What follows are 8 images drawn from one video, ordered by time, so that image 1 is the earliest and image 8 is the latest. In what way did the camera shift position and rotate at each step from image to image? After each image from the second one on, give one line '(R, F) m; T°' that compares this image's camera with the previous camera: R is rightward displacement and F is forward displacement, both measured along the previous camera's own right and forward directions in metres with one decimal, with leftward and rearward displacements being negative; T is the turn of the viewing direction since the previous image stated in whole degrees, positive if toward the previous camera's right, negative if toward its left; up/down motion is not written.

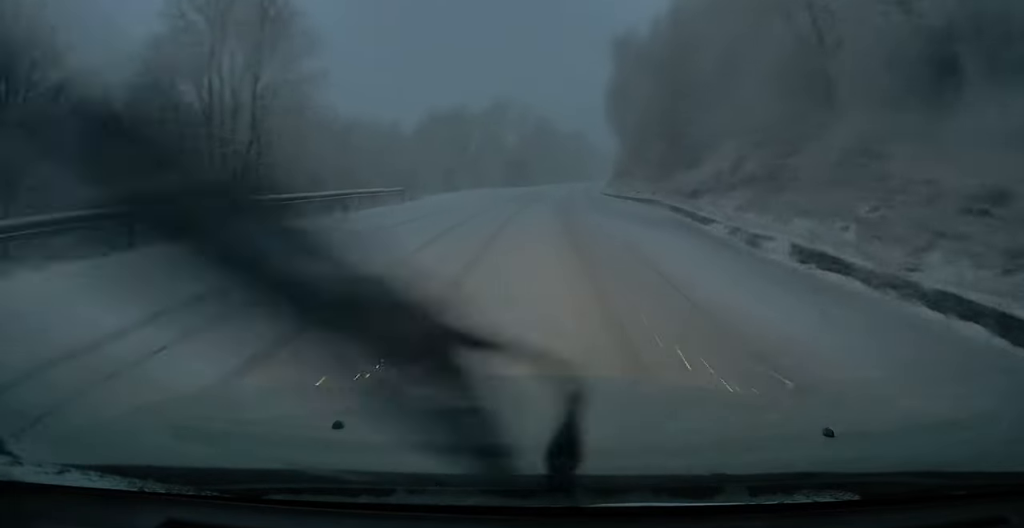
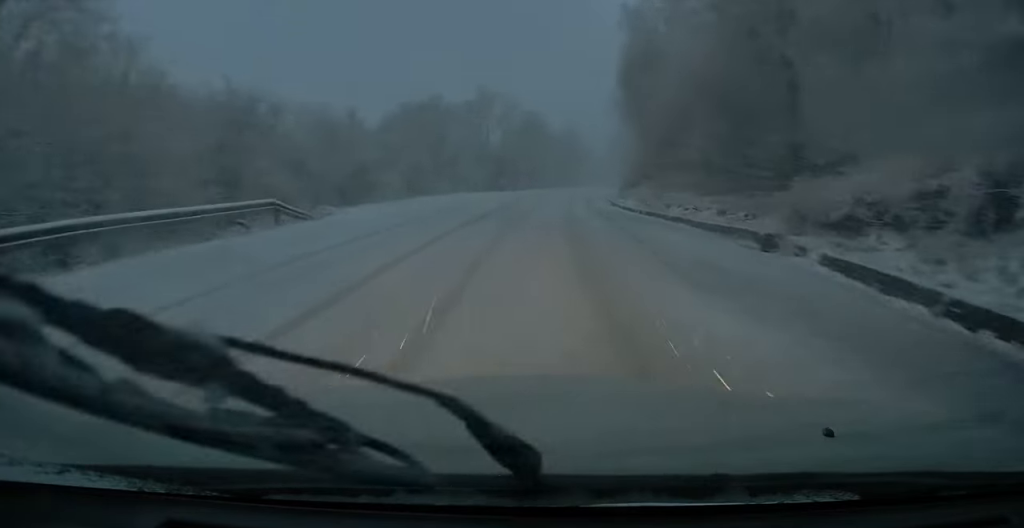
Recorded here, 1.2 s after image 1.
(+0.1, +13.8) m; 0°
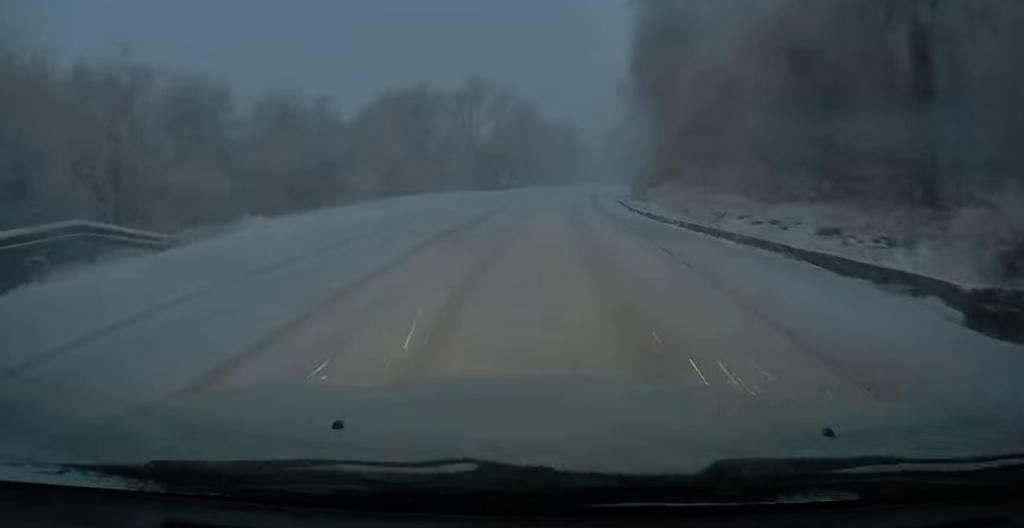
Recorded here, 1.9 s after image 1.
(-0.1, +7.5) m; 0°
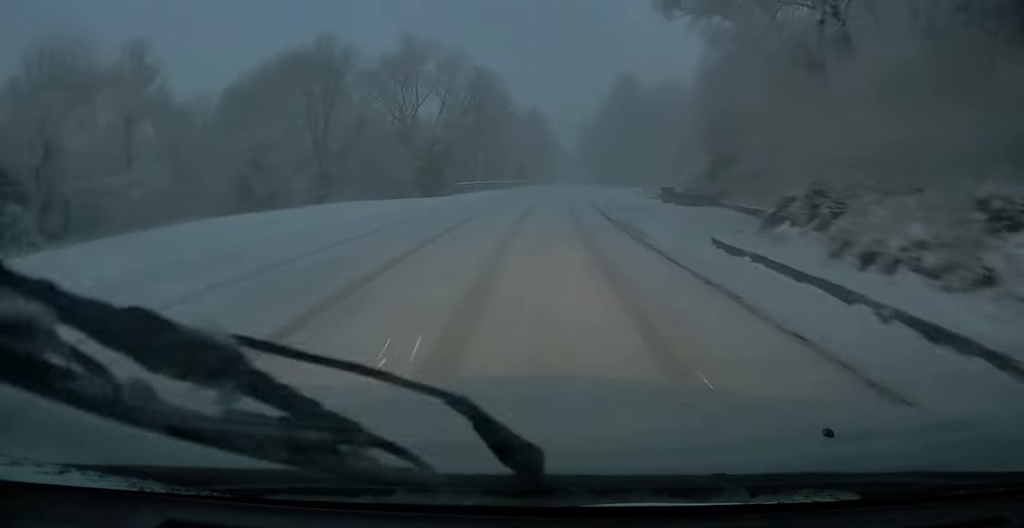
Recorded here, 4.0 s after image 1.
(0.0, +24.1) m; 0°
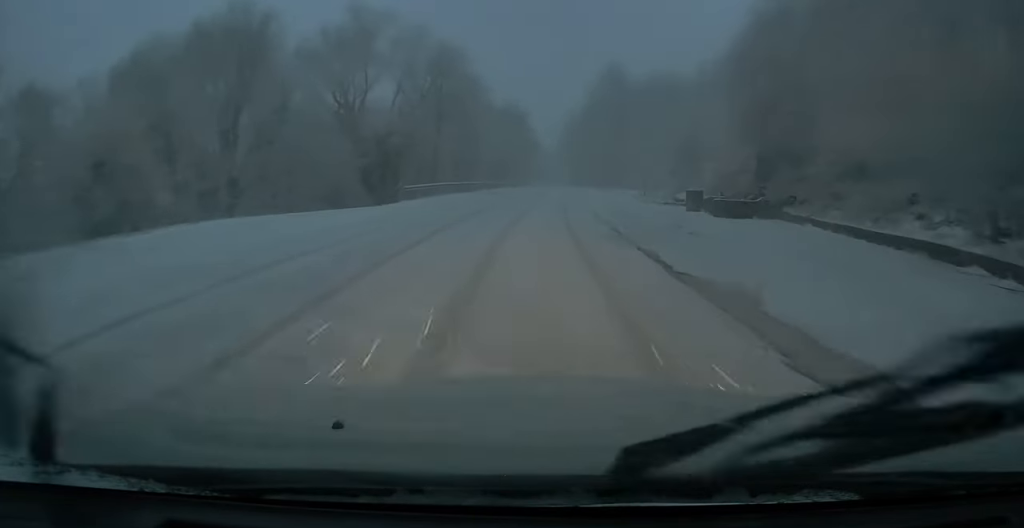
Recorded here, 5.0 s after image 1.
(+0.3, +11.9) m; +1°
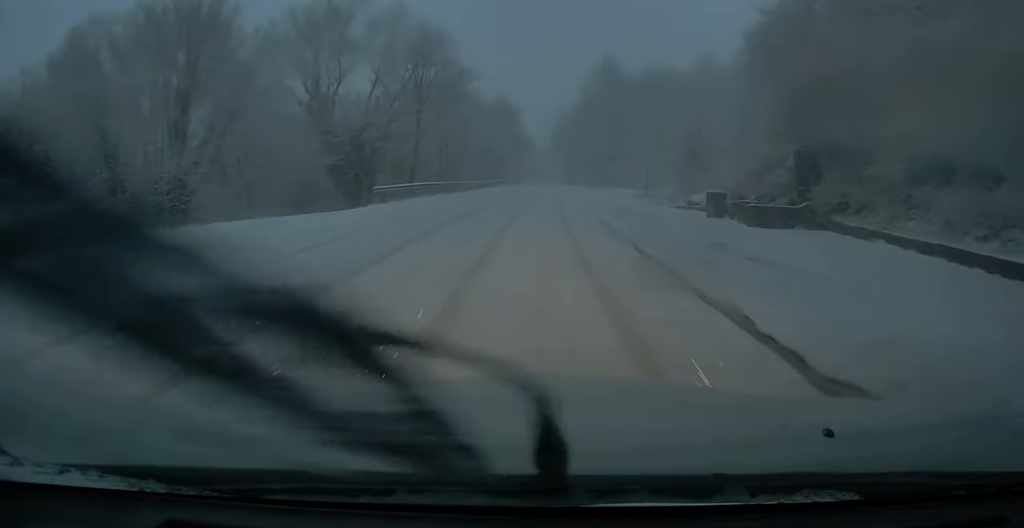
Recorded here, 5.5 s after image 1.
(-0.1, +5.0) m; +1°
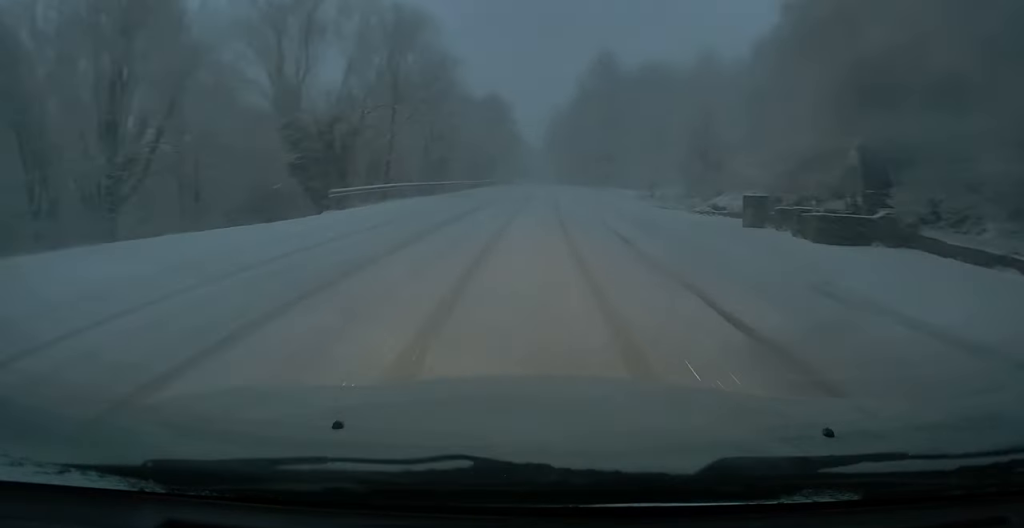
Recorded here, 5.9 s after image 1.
(-0.2, +5.4) m; +1°
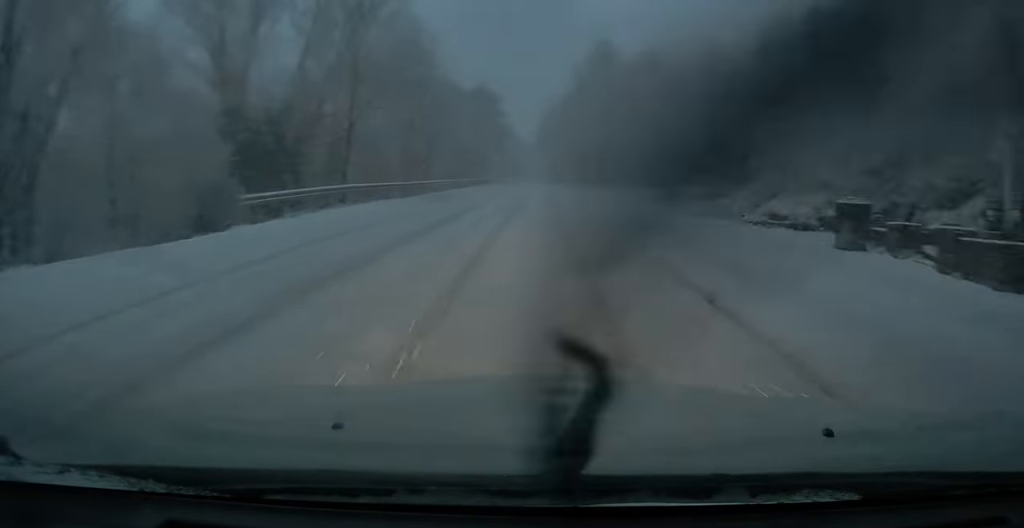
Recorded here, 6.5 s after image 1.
(+0.4, +7.1) m; 0°
